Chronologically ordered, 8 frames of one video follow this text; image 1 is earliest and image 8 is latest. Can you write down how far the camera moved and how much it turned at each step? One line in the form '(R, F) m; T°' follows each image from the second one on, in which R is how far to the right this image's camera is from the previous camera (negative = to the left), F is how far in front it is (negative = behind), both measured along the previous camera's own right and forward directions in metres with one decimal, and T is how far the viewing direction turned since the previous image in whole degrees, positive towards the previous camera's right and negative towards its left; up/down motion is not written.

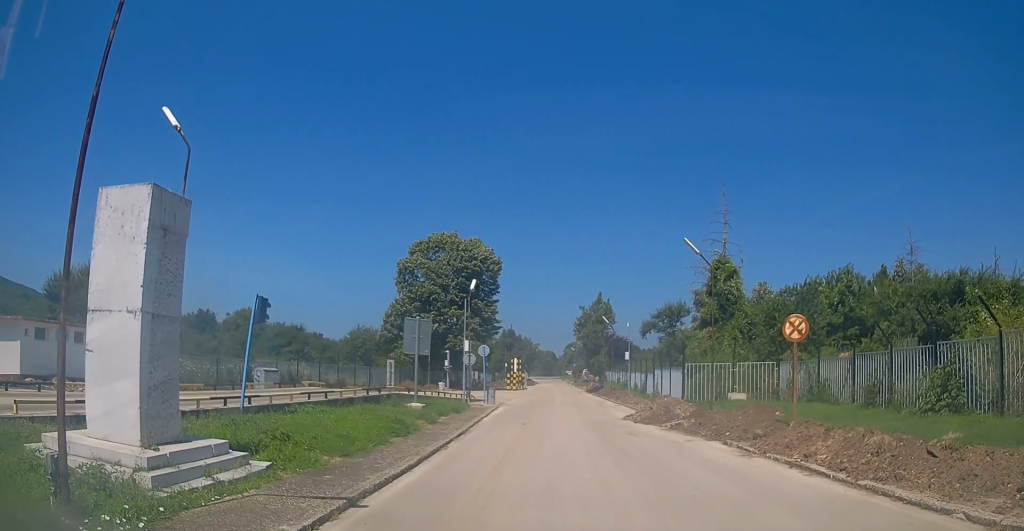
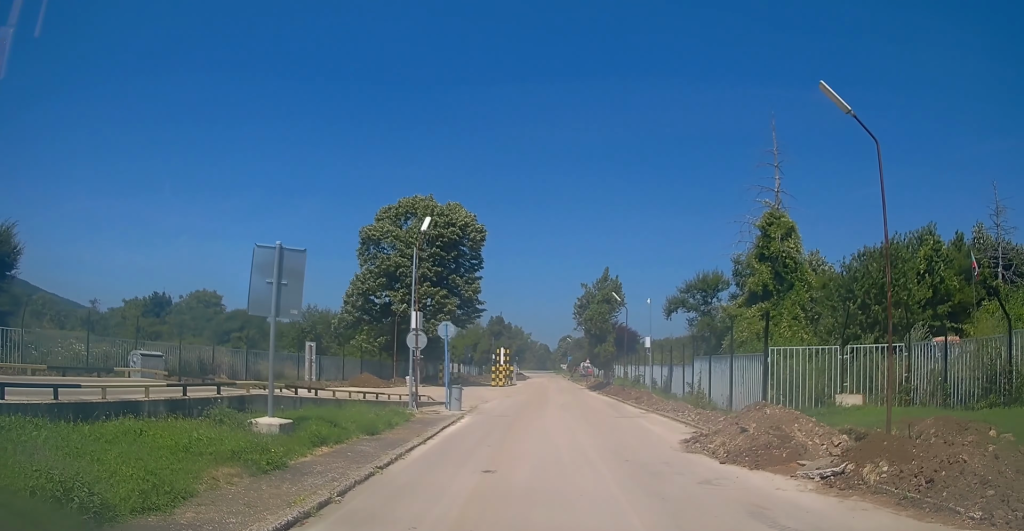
(+0.5, +11.2) m; +2°
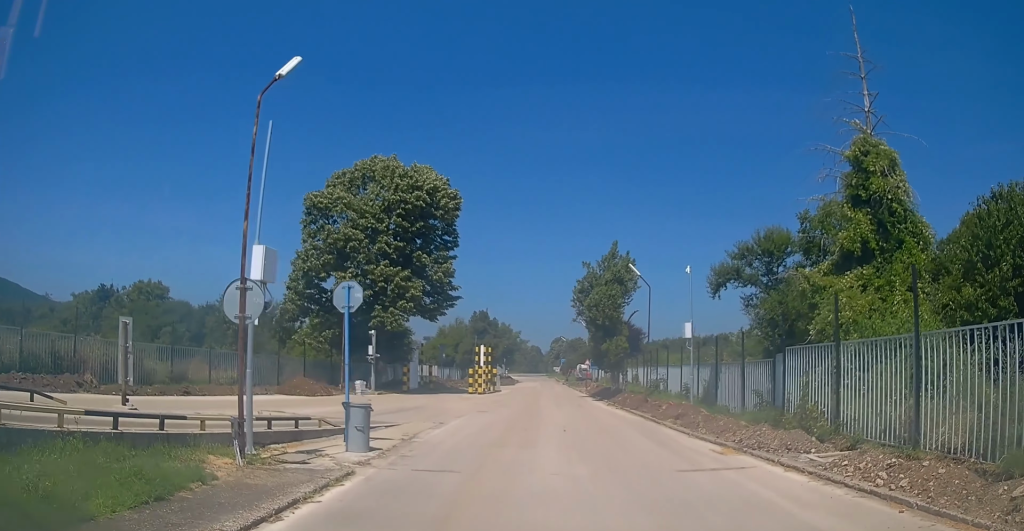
(0.0, +9.9) m; 0°
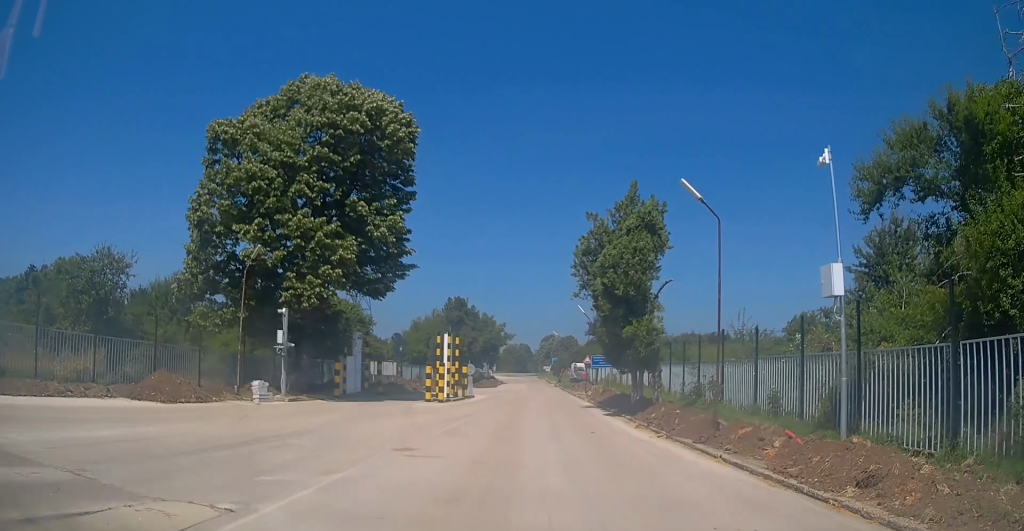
(0.0, +11.0) m; 0°
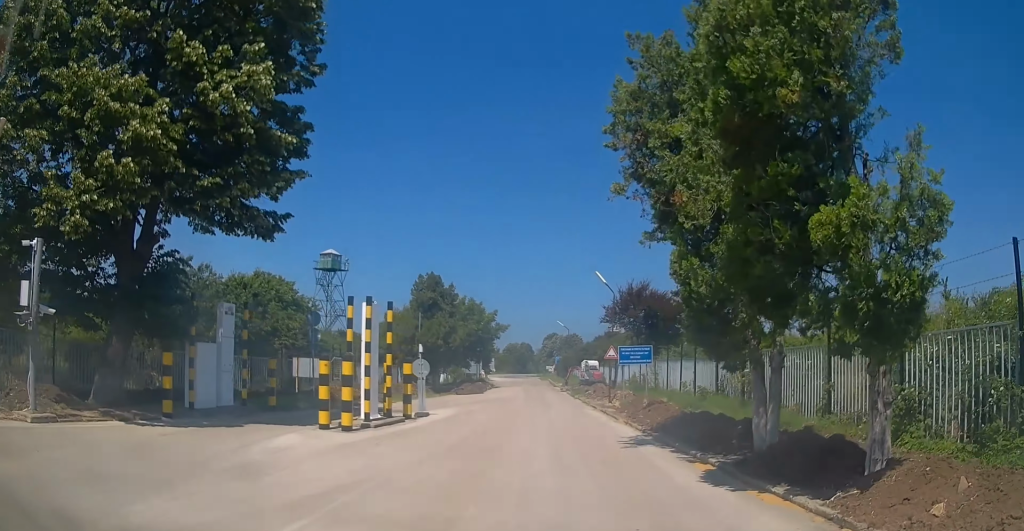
(+0.1, +15.8) m; 0°
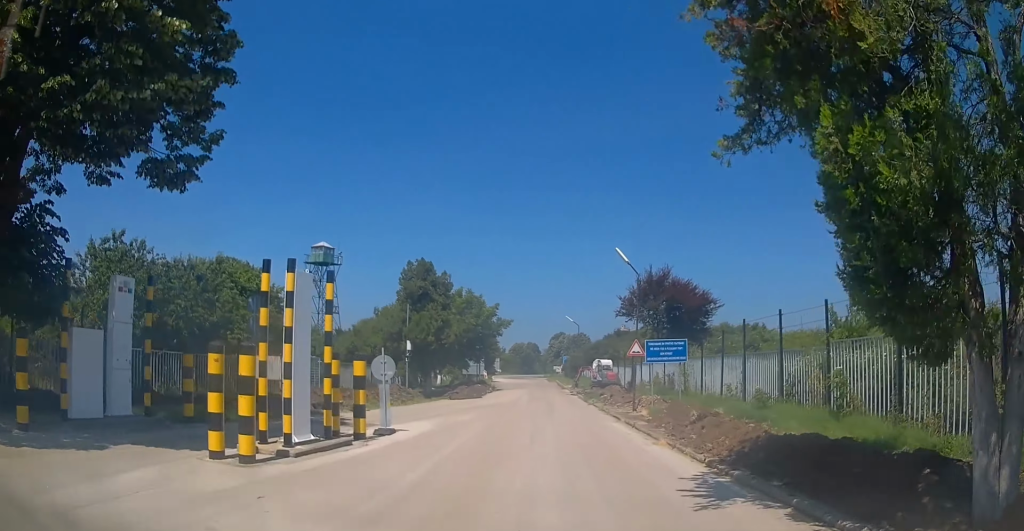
(+0.1, +6.7) m; -1°
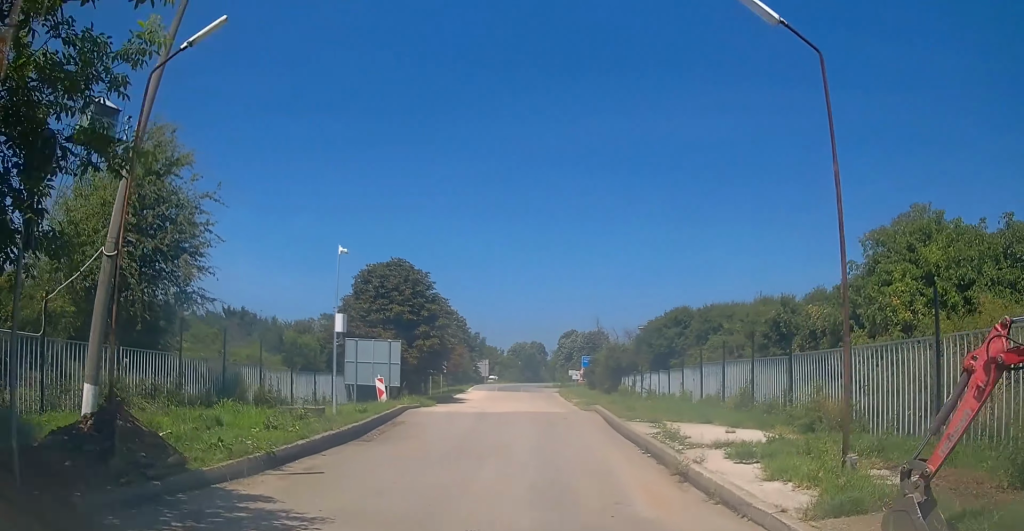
(-0.7, +47.3) m; -1°
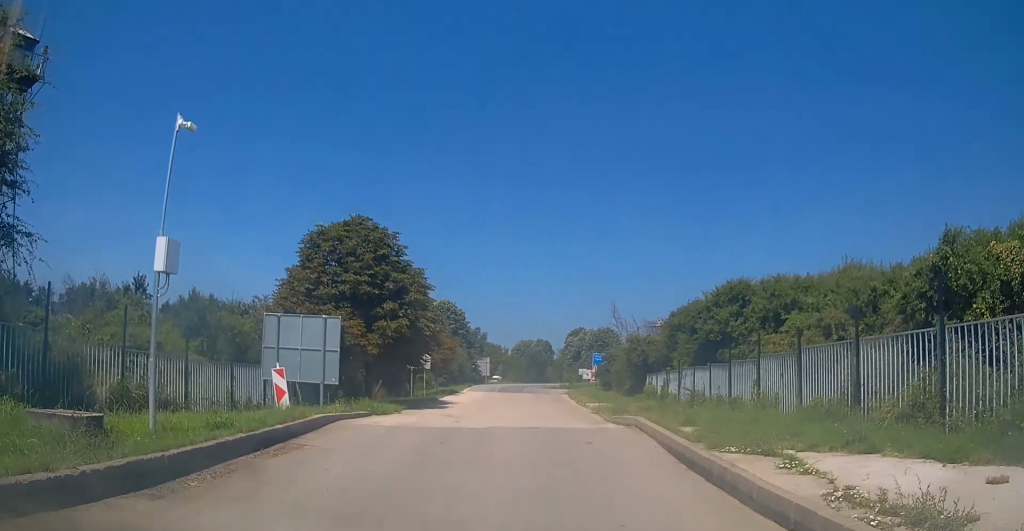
(-0.1, +10.3) m; -1°
